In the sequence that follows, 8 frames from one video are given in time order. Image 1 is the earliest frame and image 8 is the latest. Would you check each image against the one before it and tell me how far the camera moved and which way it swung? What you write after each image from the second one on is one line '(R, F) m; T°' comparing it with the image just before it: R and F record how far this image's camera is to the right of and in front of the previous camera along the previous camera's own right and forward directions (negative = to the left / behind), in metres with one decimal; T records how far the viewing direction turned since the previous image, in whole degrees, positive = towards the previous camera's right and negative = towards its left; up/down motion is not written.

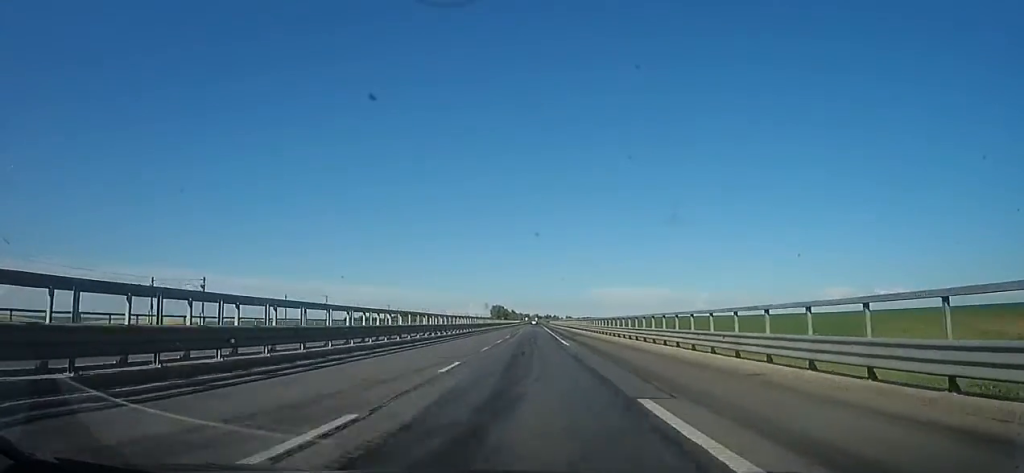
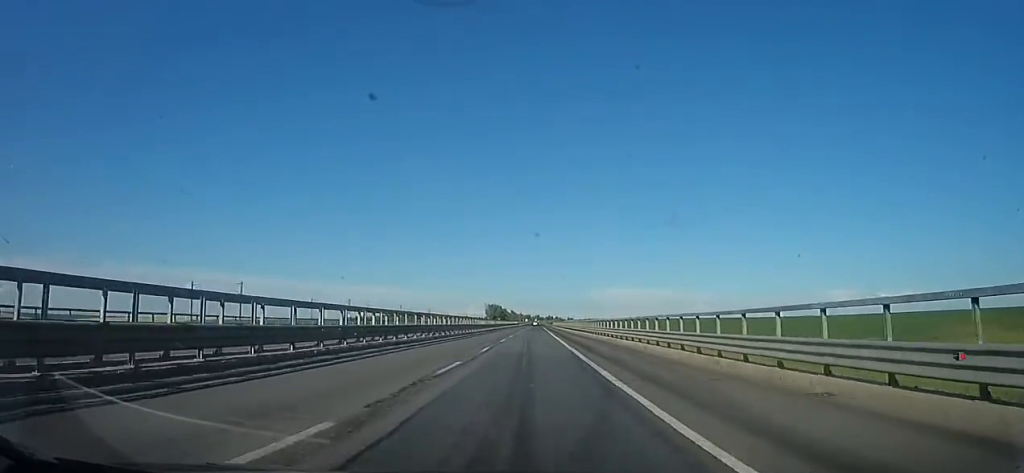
(+0.6, +36.8) m; -1°
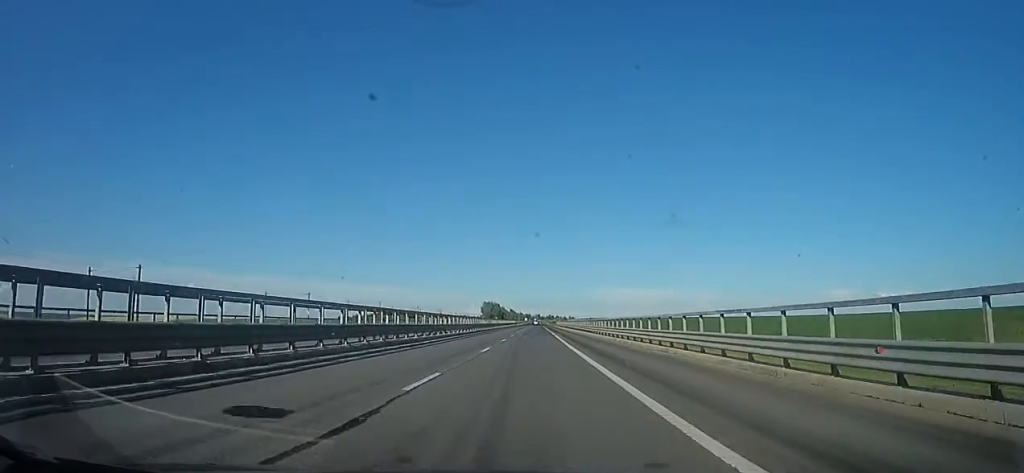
(-0.3, +25.0) m; -1°
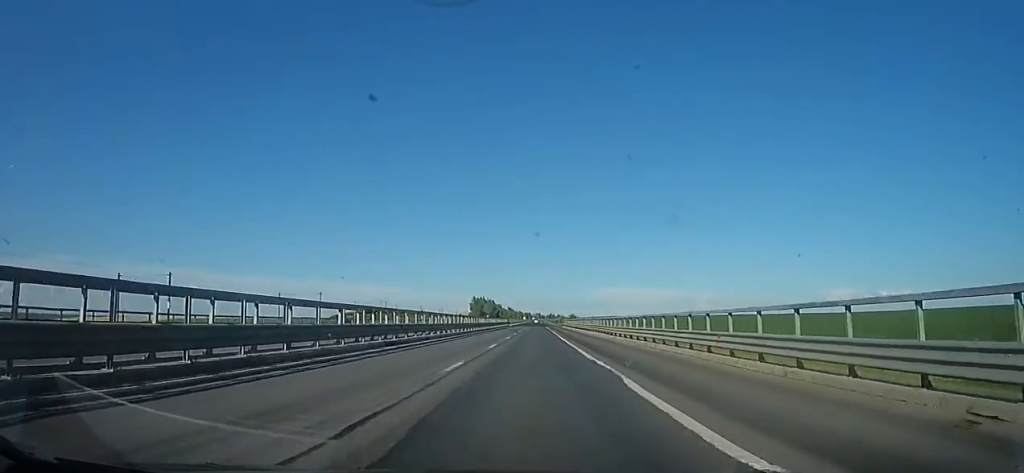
(-0.3, +45.5) m; +1°
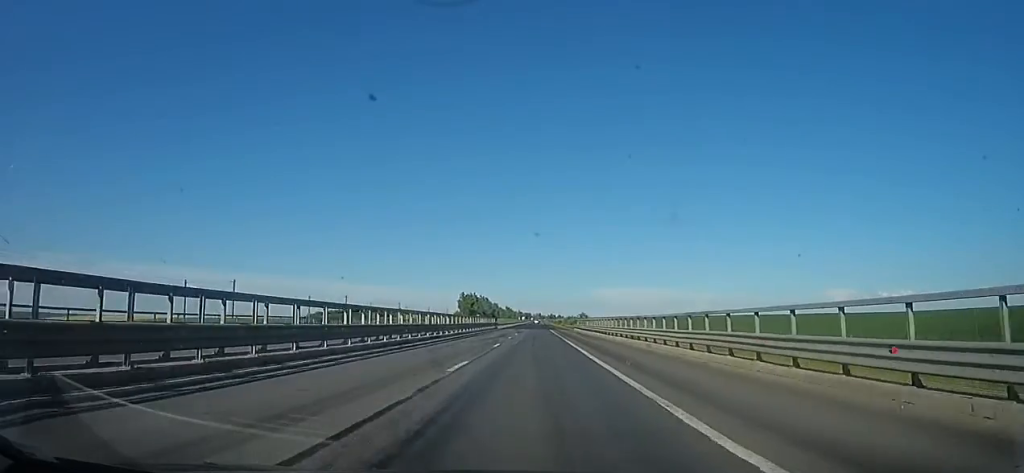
(+0.7, +35.3) m; 0°
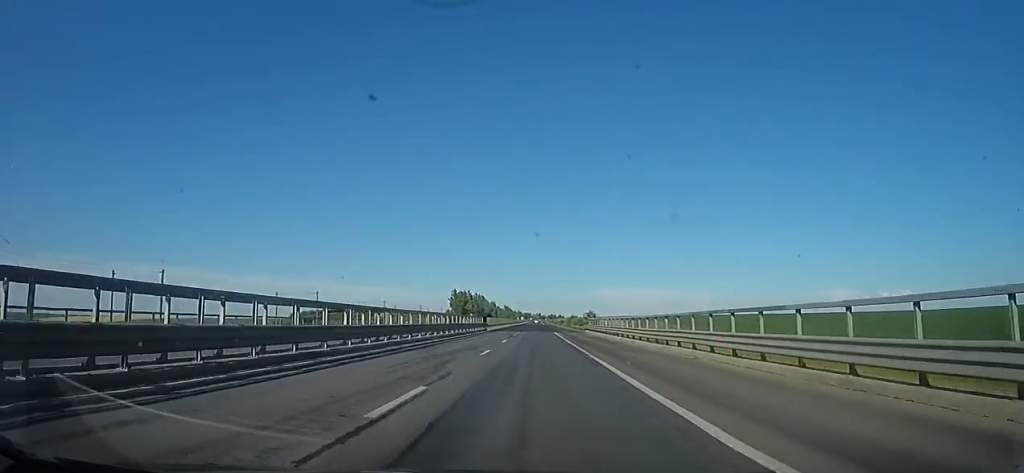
(+0.3, +17.9) m; -1°
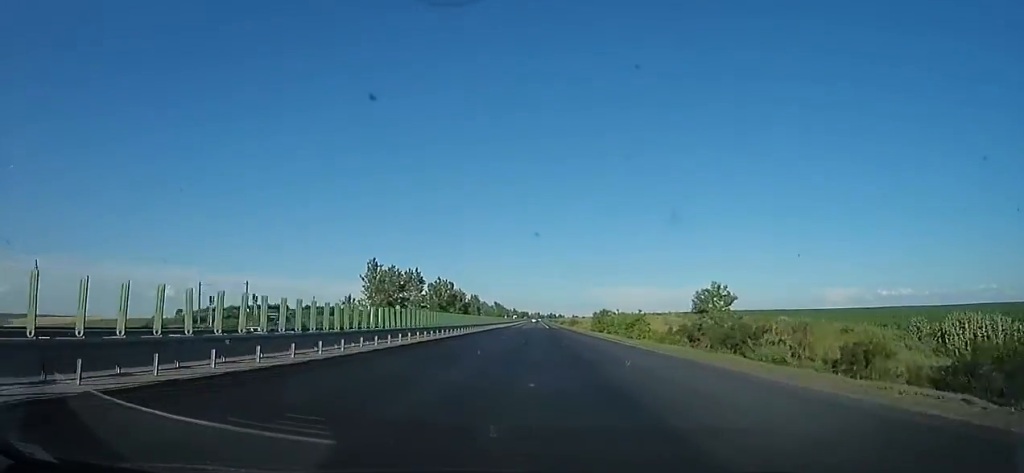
(+0.3, +81.2) m; +2°
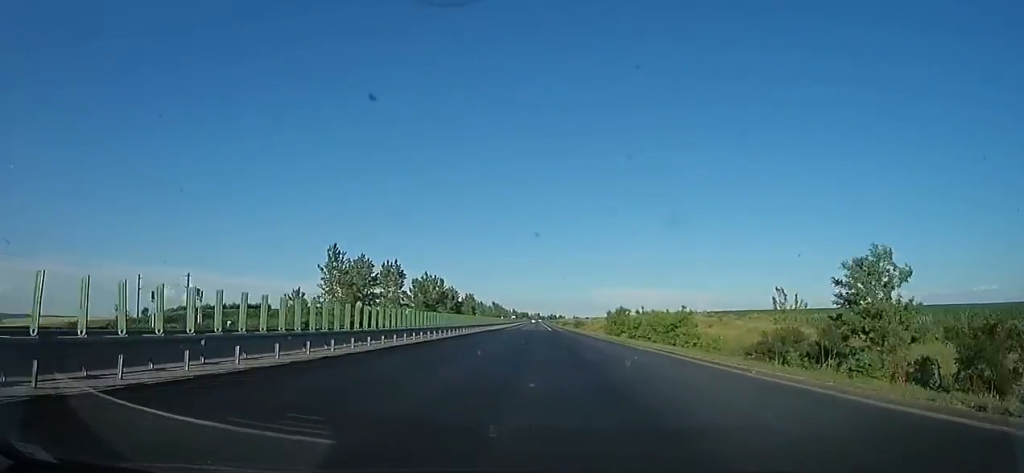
(+0.1, +16.9) m; -1°
